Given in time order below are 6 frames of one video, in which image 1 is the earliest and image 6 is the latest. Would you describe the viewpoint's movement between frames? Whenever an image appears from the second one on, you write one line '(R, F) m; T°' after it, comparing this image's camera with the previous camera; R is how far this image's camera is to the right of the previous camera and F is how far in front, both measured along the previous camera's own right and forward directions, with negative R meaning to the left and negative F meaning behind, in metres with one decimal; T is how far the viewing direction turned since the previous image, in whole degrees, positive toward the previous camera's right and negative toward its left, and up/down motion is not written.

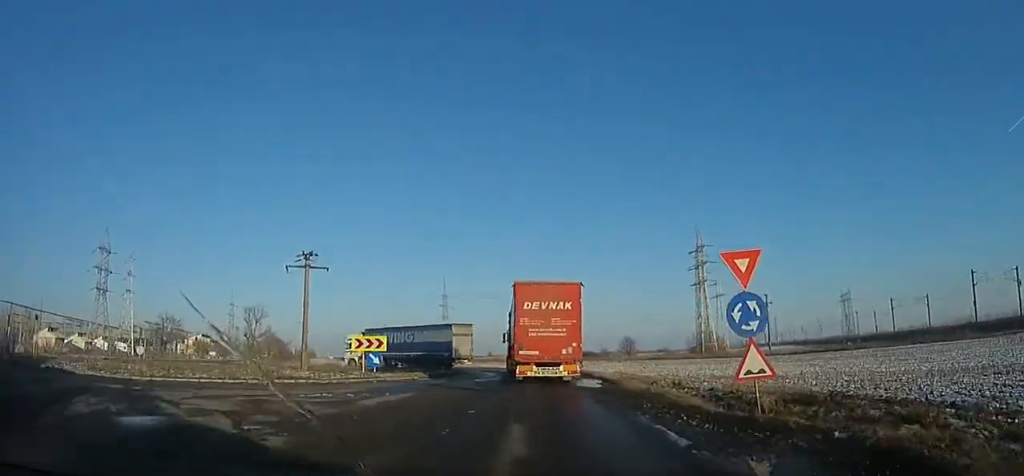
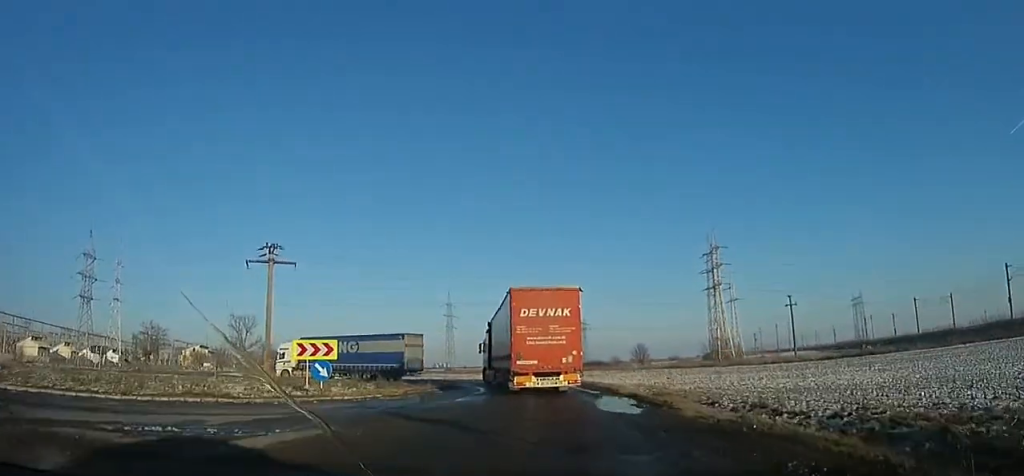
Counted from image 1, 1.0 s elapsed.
(-0.2, +7.8) m; -1°
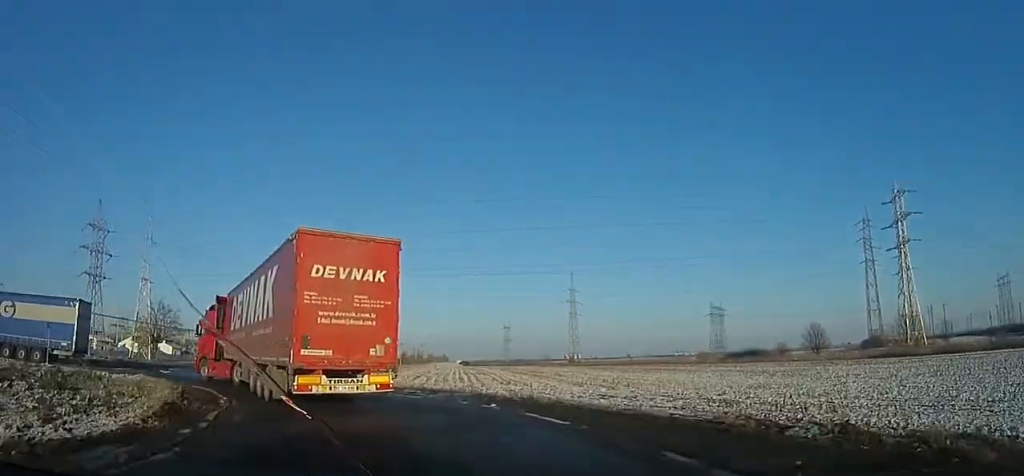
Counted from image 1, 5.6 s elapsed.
(-0.6, +31.9) m; -11°
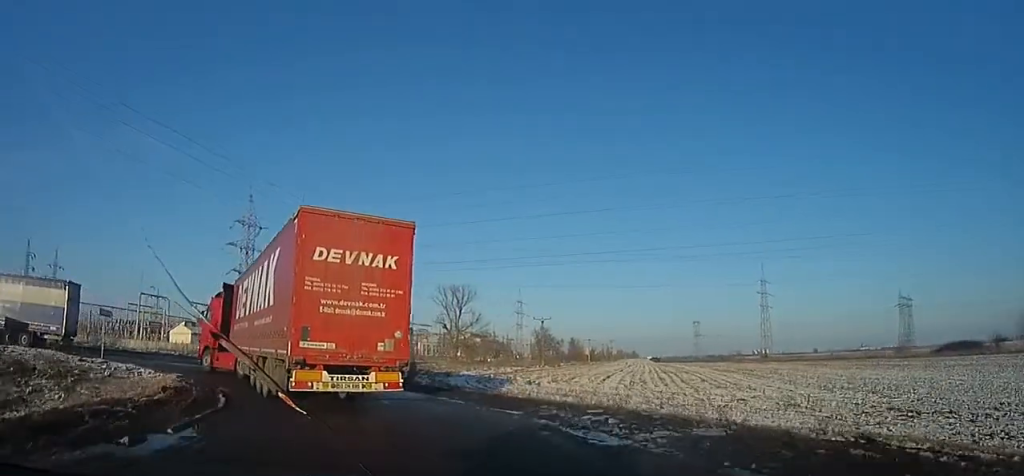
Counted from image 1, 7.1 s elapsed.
(-0.9, +9.1) m; -19°
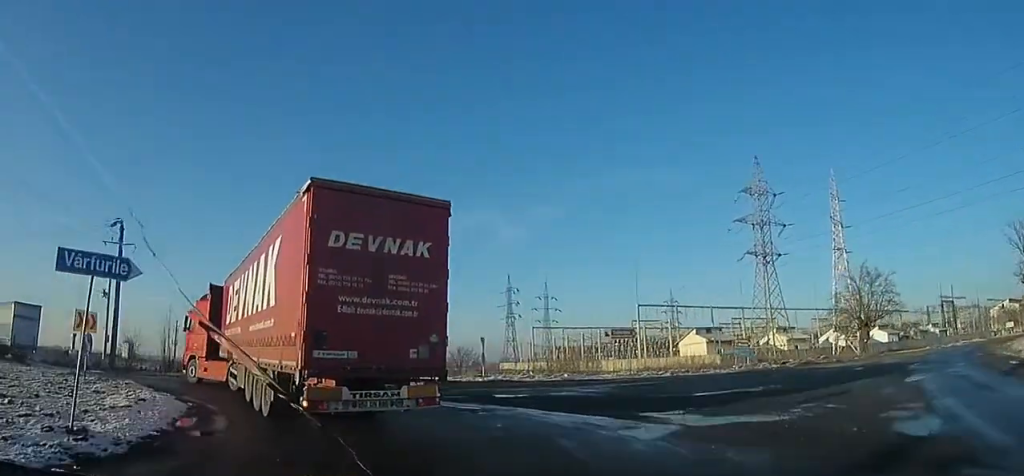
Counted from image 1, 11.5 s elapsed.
(-11.9, +18.9) m; -63°
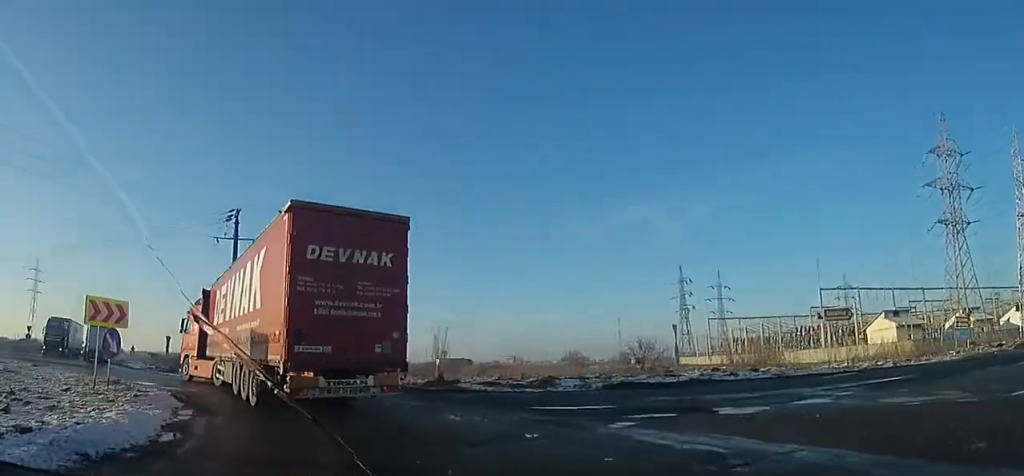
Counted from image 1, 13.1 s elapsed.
(-1.6, +6.8) m; -20°
